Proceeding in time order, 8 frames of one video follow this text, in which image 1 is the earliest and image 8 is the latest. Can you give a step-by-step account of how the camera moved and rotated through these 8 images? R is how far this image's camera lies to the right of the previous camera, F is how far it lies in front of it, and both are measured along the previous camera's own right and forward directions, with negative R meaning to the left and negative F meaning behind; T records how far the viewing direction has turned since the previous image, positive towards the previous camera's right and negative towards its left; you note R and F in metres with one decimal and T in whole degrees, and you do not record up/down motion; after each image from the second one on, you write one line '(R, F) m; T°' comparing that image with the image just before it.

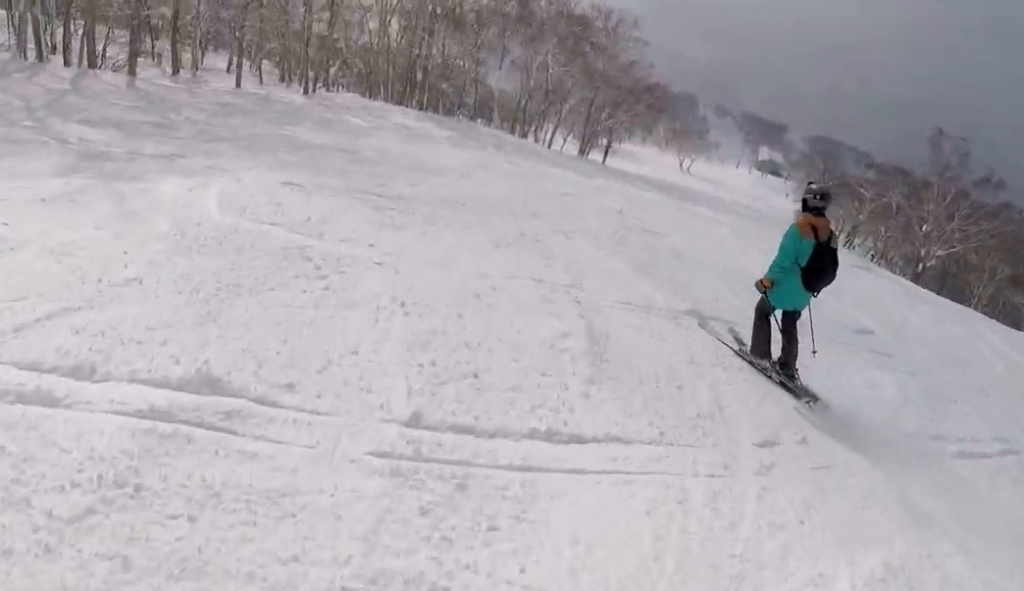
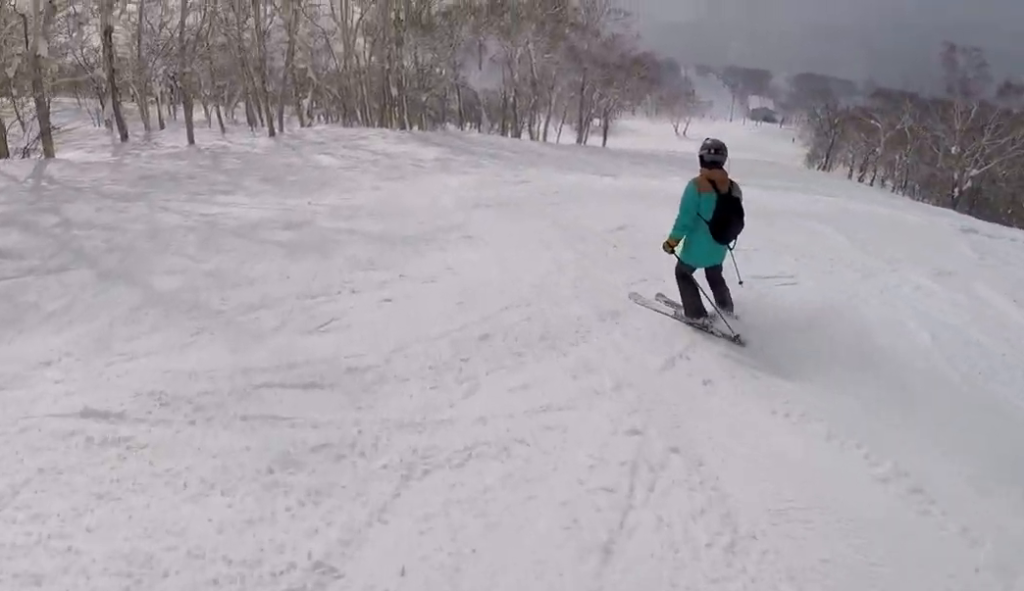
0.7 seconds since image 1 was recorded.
(0.0, +5.3) m; +6°
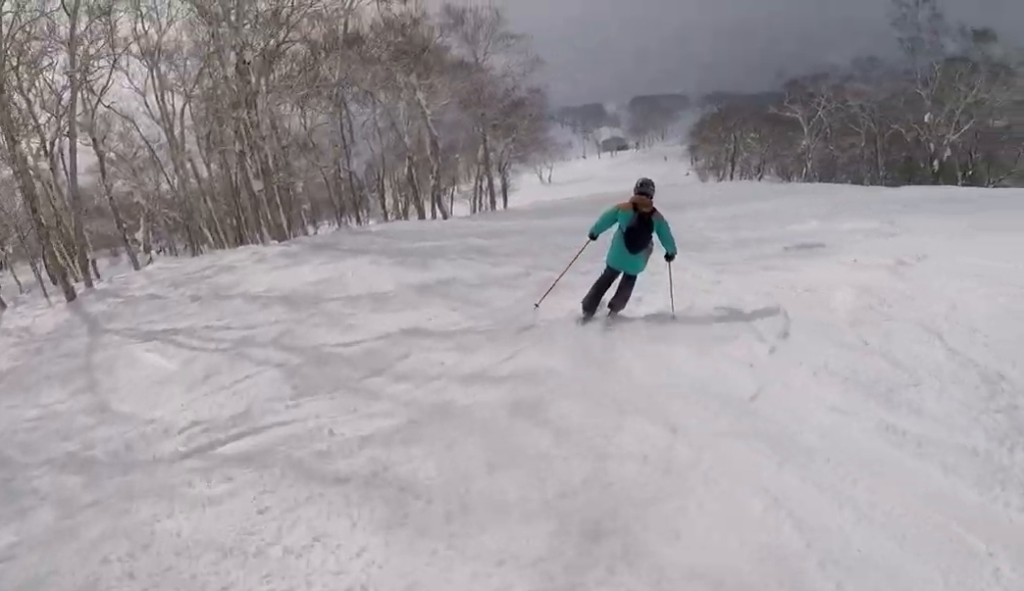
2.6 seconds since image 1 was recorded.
(+4.0, +14.3) m; +40°
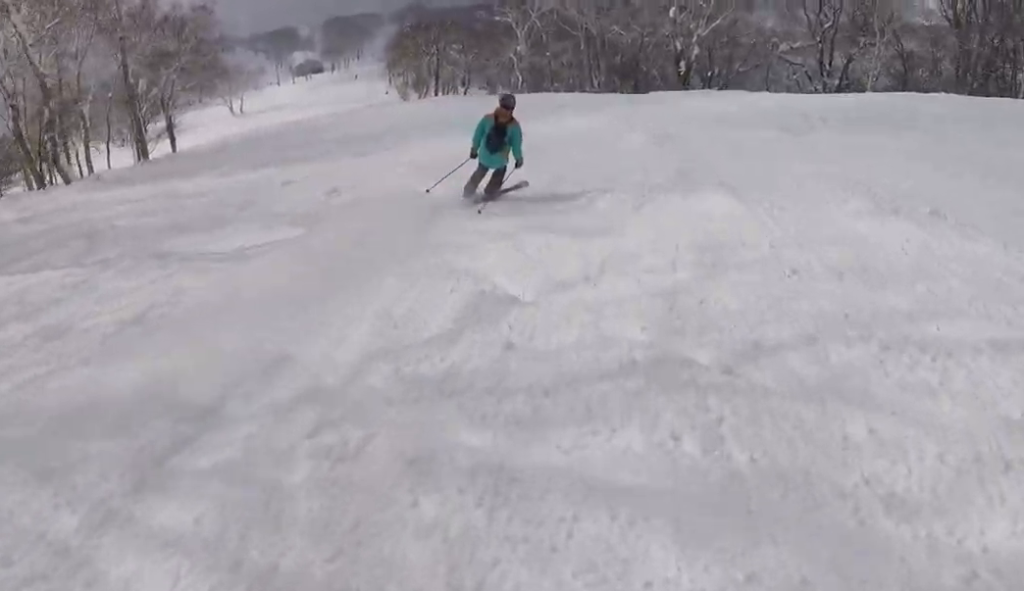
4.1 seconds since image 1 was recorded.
(+2.9, +11.1) m; +14°
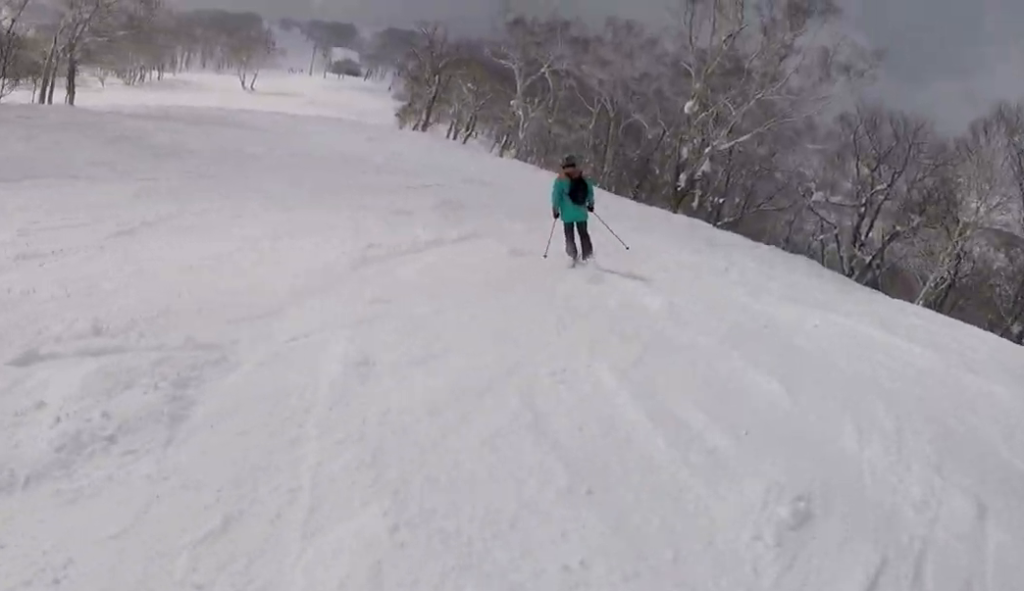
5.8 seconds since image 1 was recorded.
(-1.4, +13.3) m; -27°
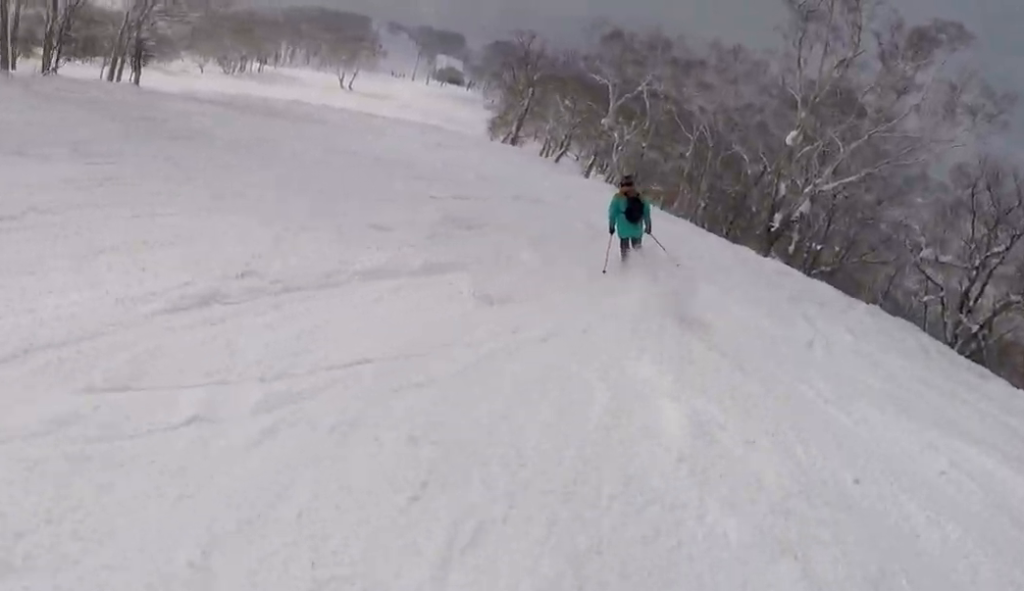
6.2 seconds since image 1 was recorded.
(-0.7, +3.8) m; -13°
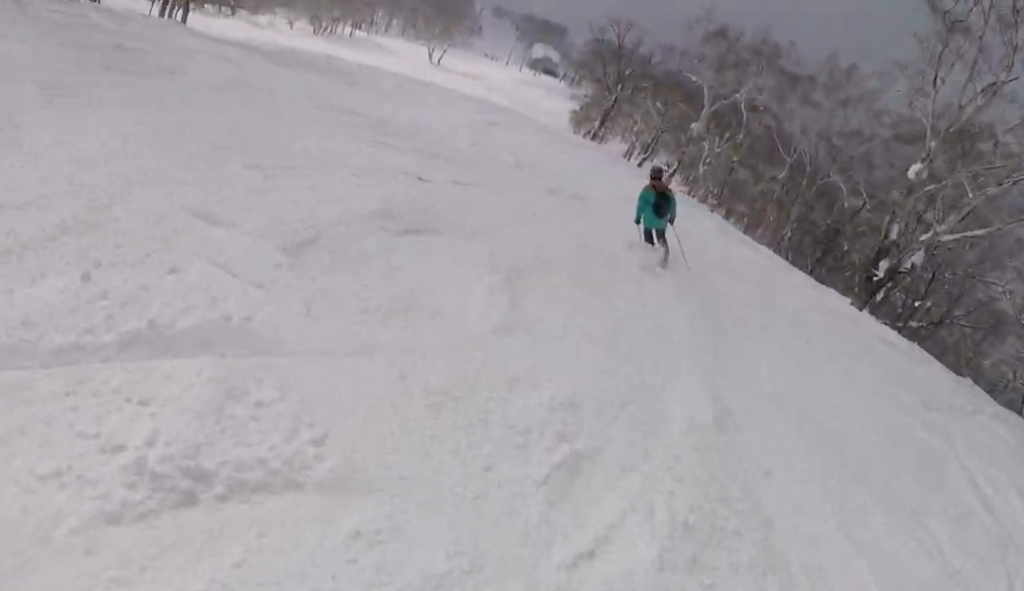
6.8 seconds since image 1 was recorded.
(-0.7, +5.1) m; -15°
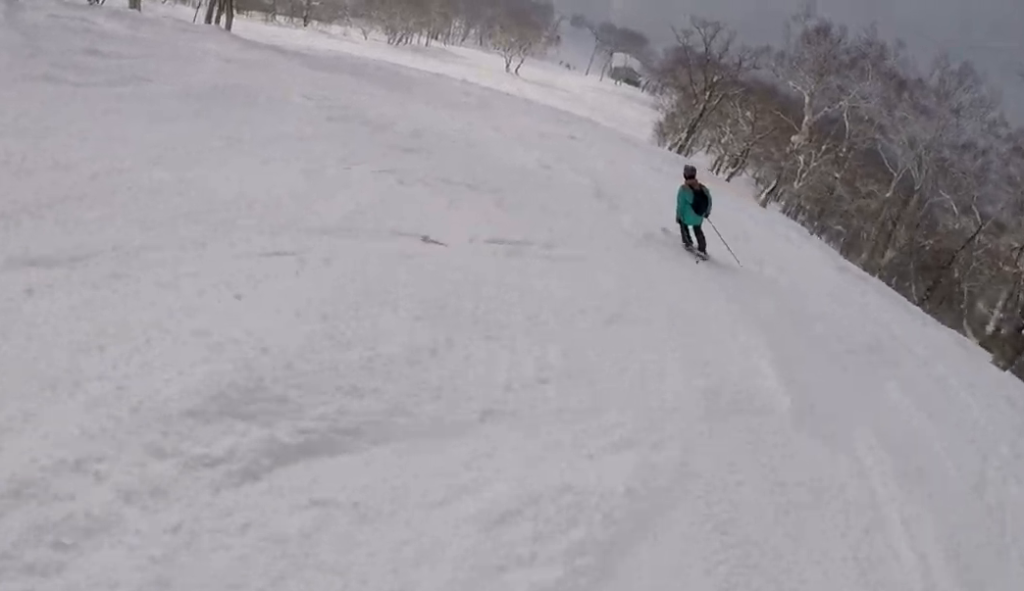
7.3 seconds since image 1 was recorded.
(-0.6, +4.5) m; -10°
